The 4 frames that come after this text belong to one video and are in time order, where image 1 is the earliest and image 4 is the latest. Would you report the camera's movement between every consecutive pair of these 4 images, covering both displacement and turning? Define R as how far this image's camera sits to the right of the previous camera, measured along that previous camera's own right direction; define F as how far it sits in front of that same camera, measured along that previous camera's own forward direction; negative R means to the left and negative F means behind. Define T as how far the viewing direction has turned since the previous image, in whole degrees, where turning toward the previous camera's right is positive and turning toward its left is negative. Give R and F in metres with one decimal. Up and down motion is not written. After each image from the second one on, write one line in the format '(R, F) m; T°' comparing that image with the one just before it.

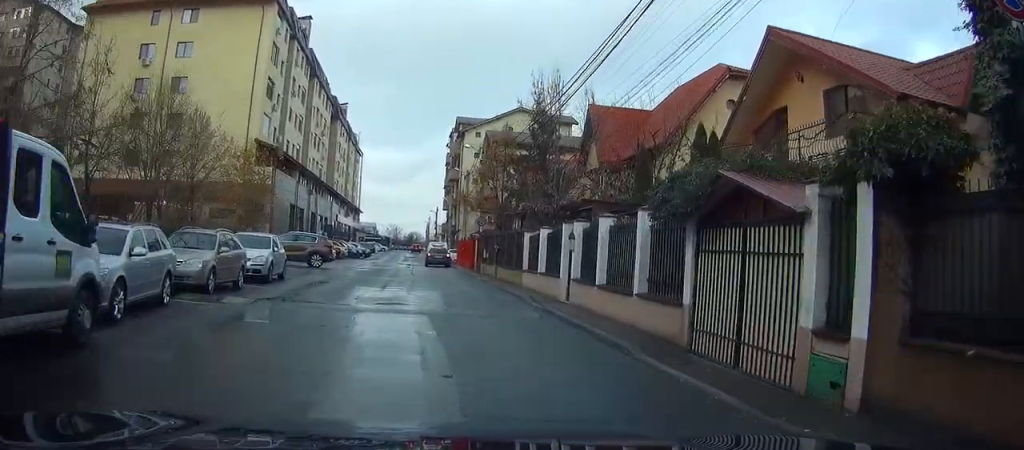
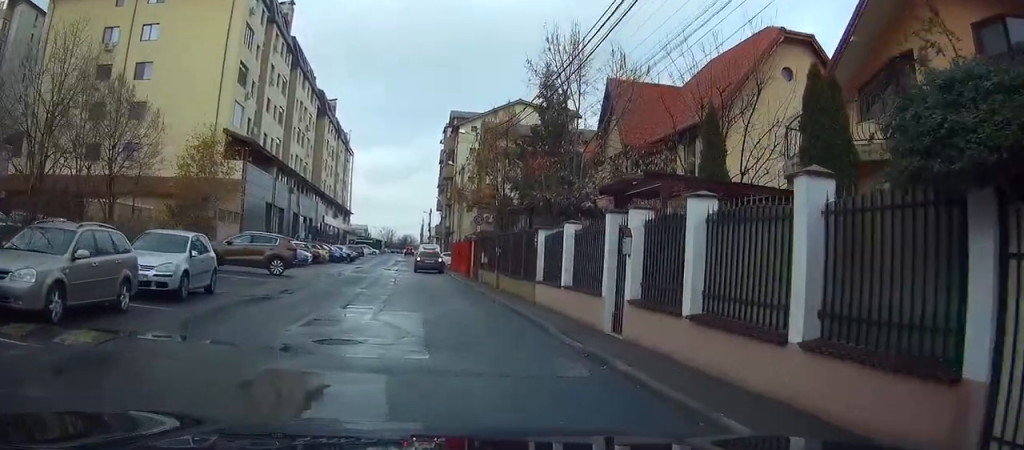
(-0.1, +7.2) m; +4°
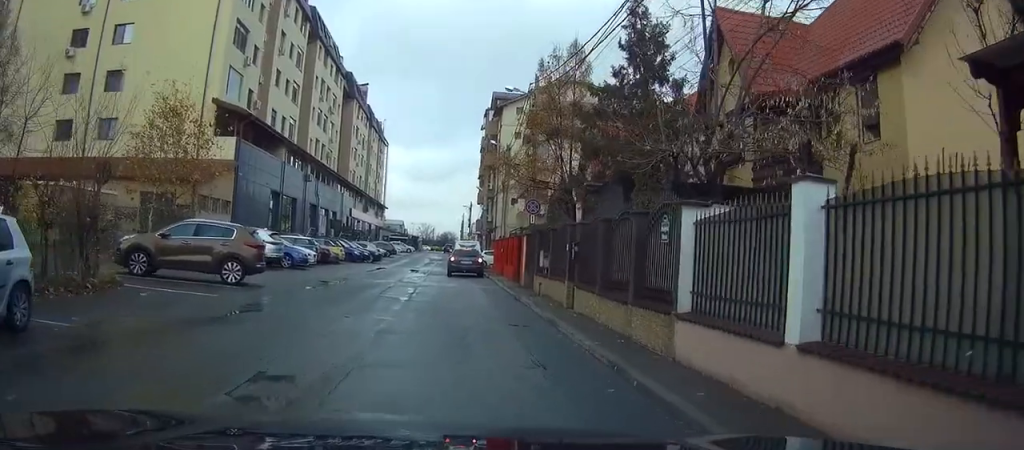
(+1.3, +10.7) m; +4°
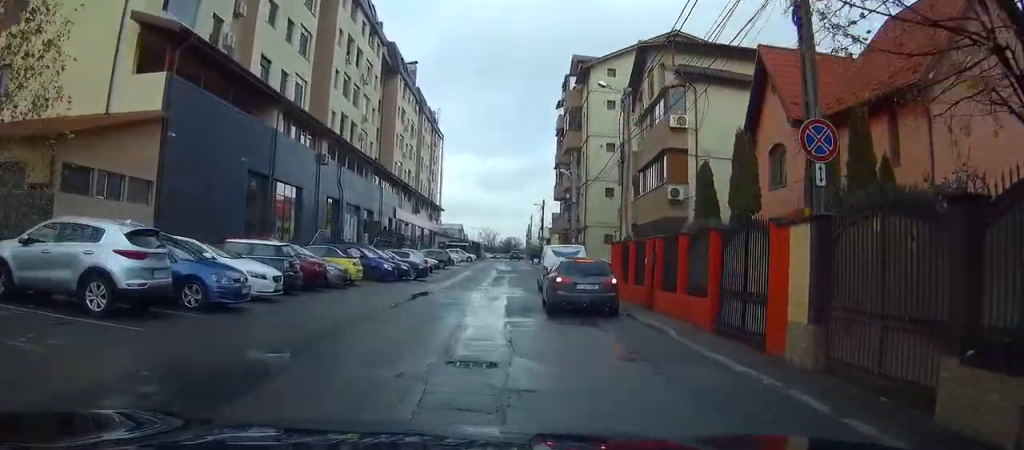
(-1.5, +15.5) m; -12°
